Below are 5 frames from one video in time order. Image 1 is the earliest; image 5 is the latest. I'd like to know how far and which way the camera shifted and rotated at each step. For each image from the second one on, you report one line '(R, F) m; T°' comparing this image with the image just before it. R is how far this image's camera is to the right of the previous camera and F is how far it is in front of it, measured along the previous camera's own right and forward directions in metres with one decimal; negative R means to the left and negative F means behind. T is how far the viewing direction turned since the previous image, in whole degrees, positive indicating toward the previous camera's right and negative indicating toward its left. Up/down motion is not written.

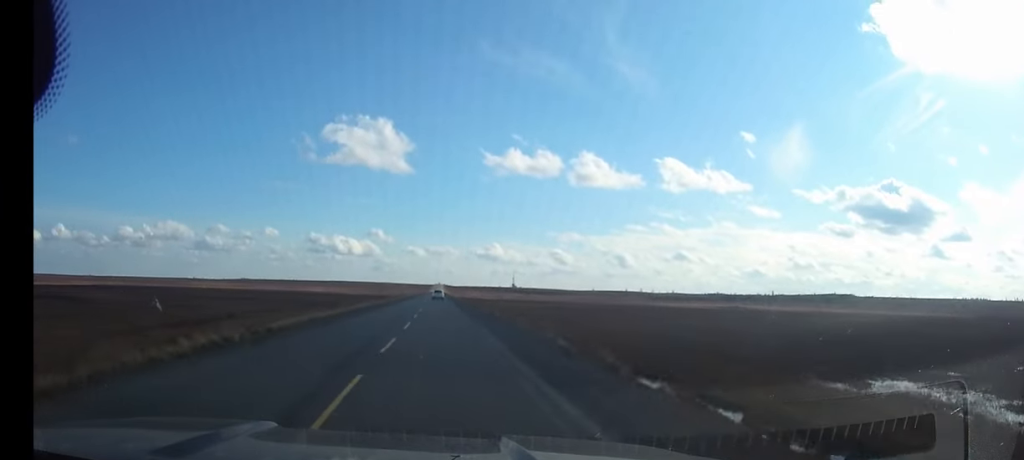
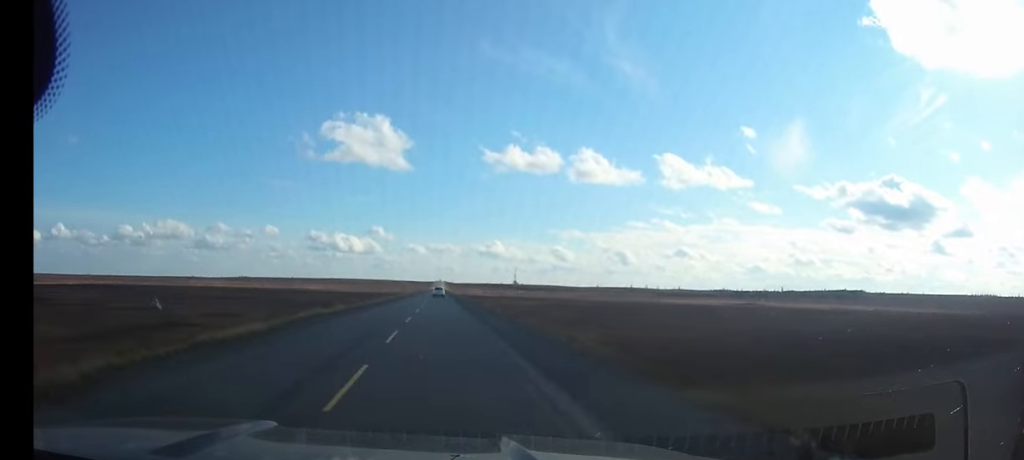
(0.0, +26.6) m; 0°
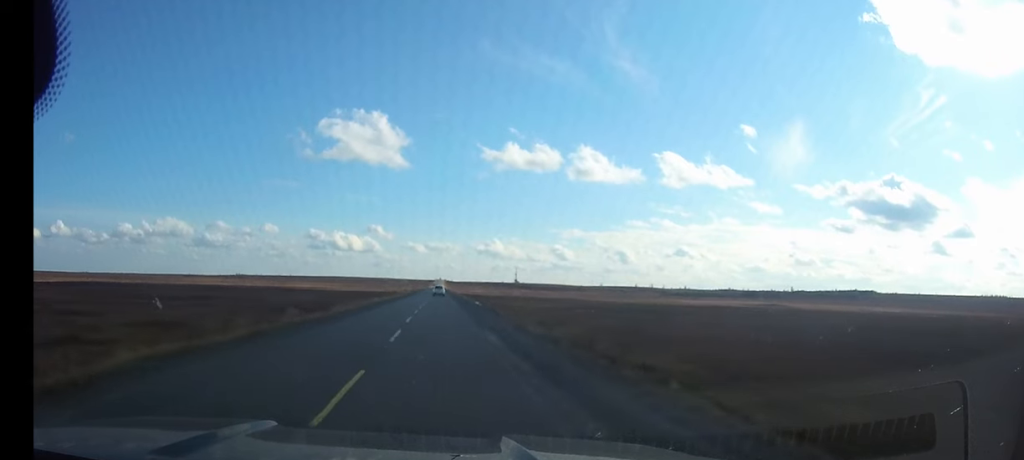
(0.0, +29.6) m; 0°
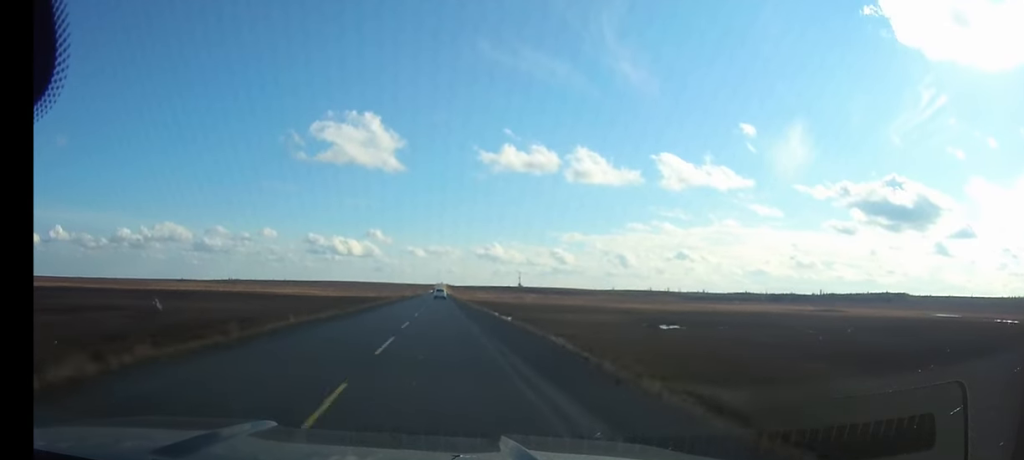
(-0.1, +75.2) m; 0°
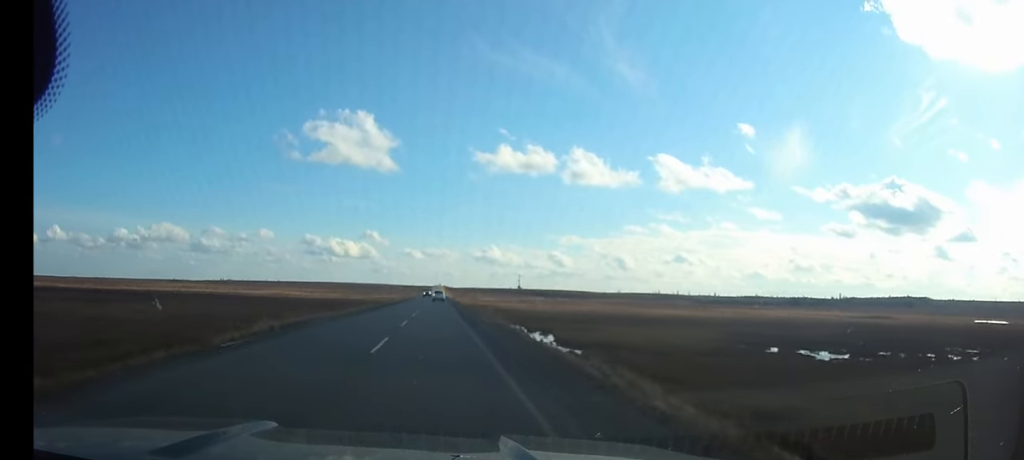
(+0.1, +49.9) m; 0°
